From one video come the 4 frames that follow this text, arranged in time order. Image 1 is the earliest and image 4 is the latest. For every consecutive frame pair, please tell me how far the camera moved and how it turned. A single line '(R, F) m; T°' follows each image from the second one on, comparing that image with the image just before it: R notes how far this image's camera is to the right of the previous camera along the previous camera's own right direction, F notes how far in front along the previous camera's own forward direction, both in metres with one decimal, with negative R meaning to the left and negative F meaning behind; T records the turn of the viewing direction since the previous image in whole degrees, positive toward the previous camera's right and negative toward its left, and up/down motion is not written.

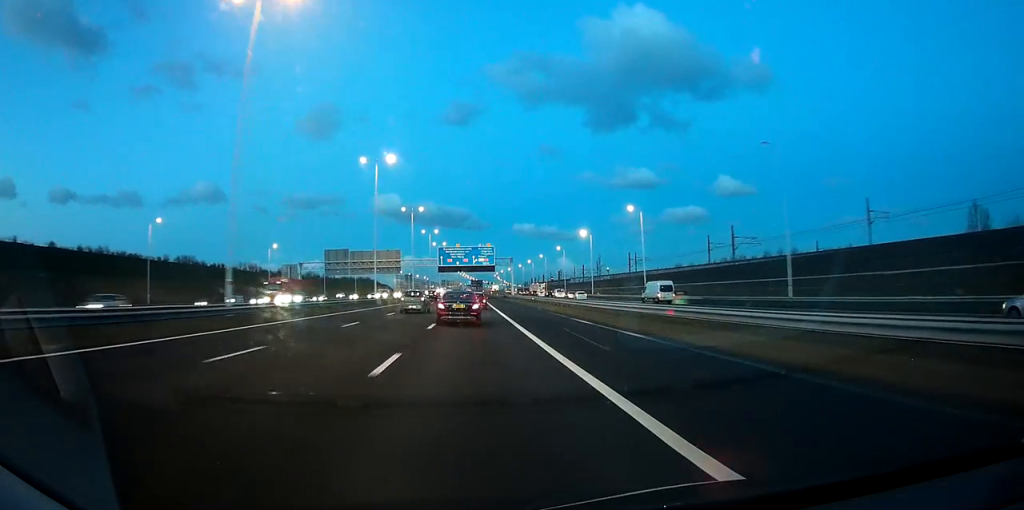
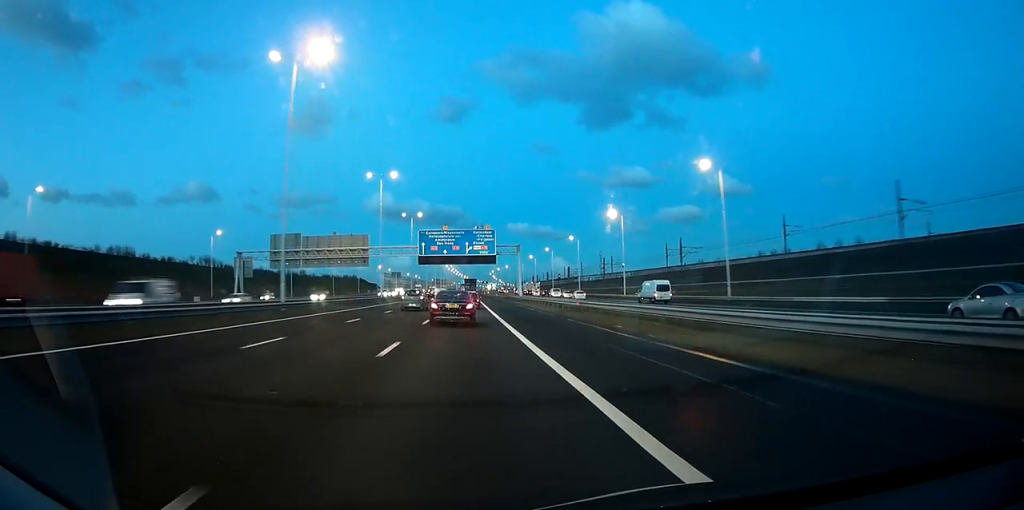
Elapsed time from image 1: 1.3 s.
(+0.3, +33.4) m; +1°
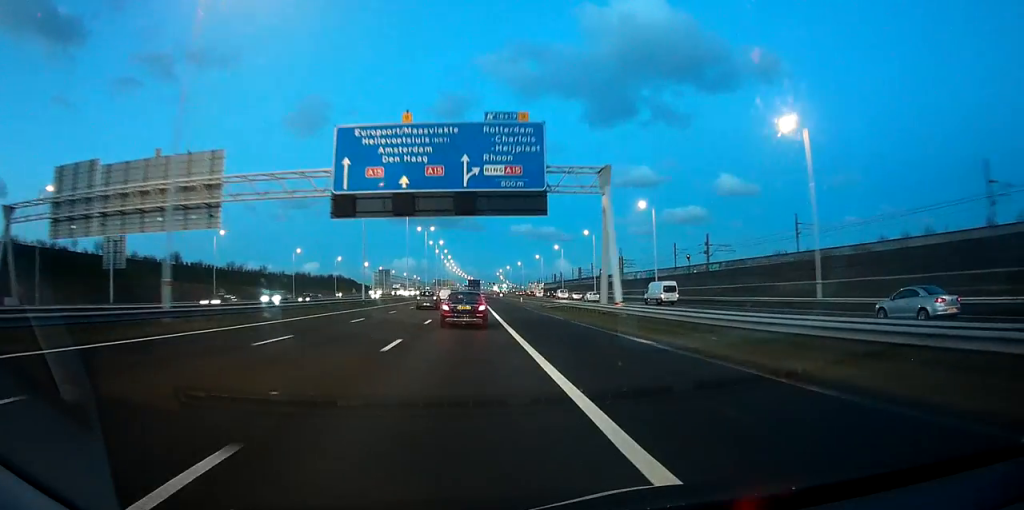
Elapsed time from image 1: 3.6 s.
(-0.5, +59.1) m; -1°
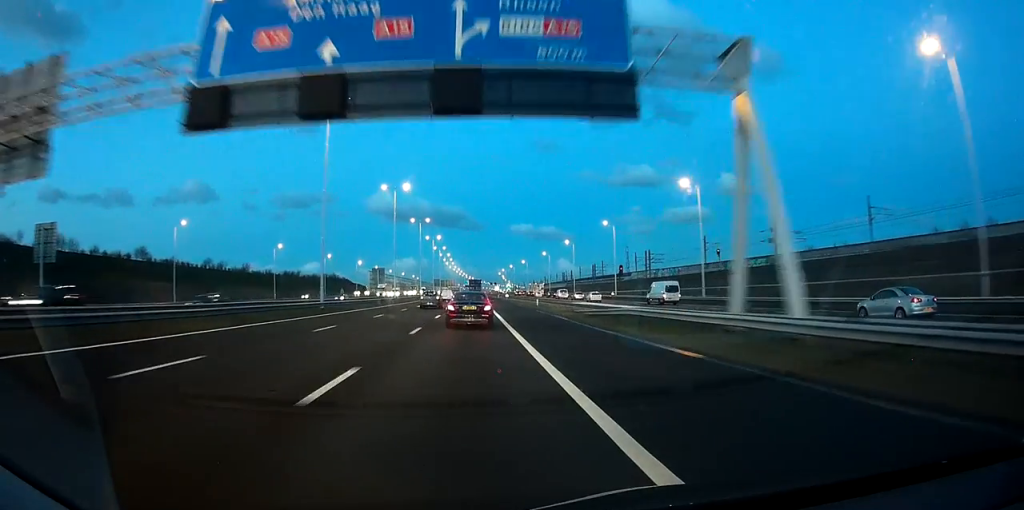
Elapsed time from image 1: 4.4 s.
(+0.2, +18.4) m; 0°
